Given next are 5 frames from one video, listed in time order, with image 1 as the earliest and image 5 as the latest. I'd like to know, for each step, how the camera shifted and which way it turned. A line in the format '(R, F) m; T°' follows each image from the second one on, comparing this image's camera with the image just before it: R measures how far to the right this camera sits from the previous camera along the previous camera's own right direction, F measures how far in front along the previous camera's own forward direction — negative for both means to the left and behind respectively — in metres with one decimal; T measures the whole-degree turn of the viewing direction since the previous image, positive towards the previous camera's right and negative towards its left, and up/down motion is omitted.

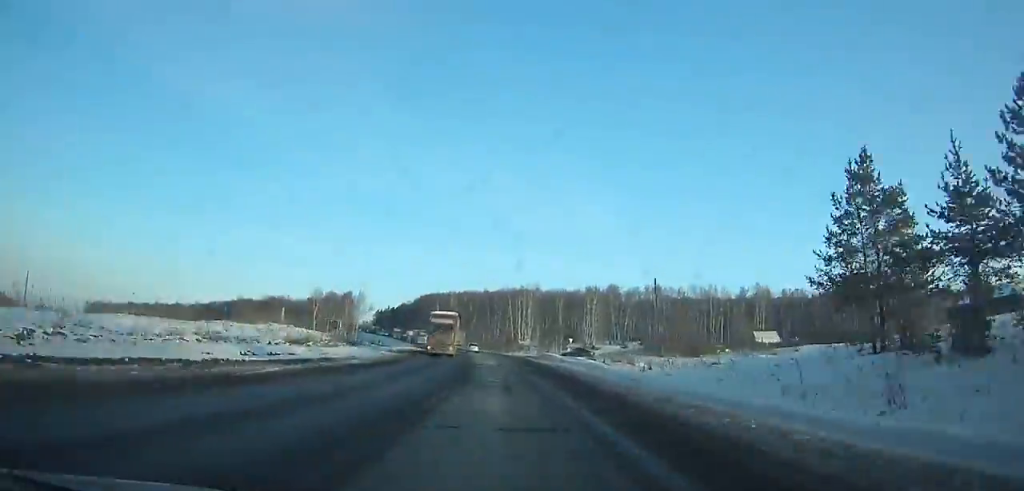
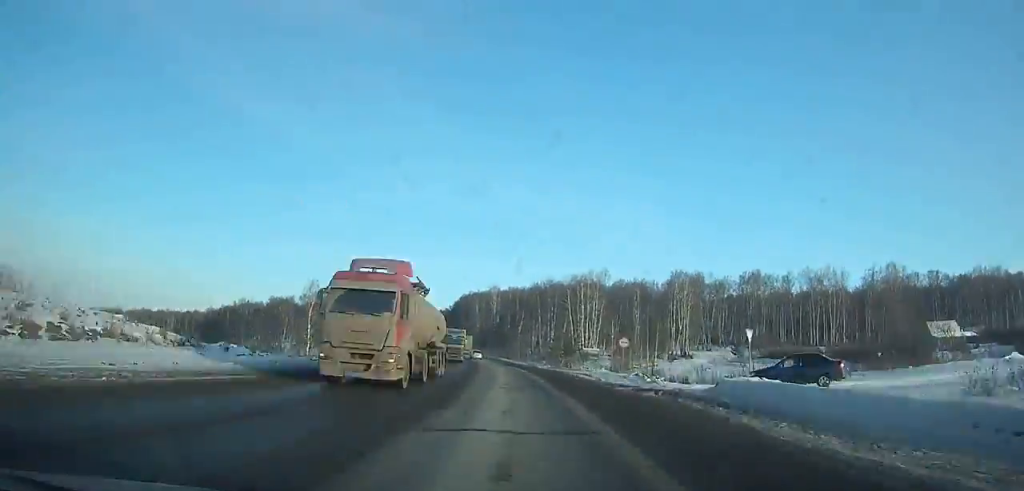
(-2.2, +48.9) m; -5°
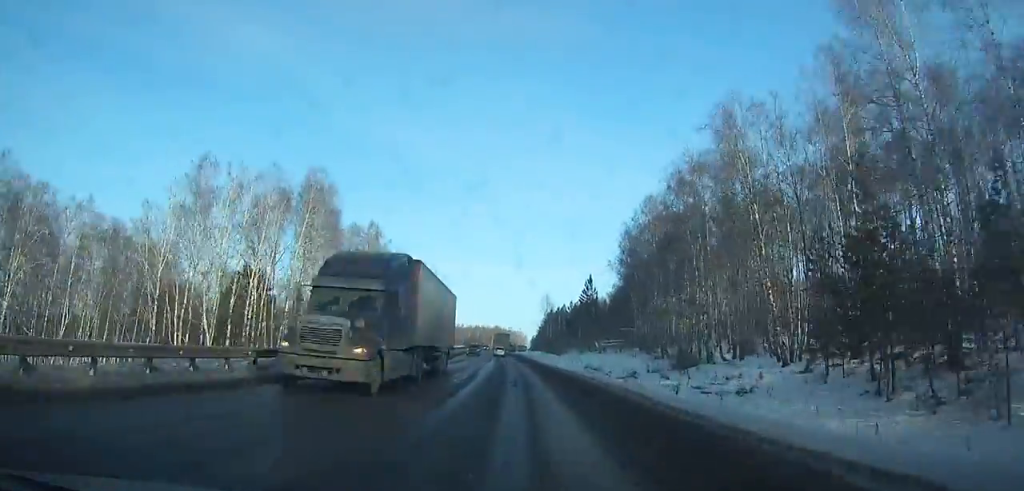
(-17.9, +154.1) m; -12°
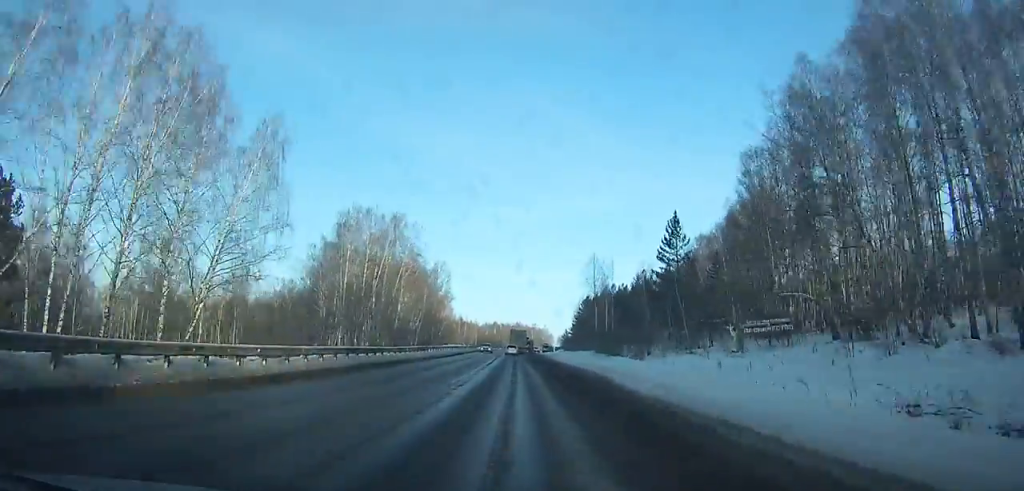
(-1.6, +53.3) m; -2°
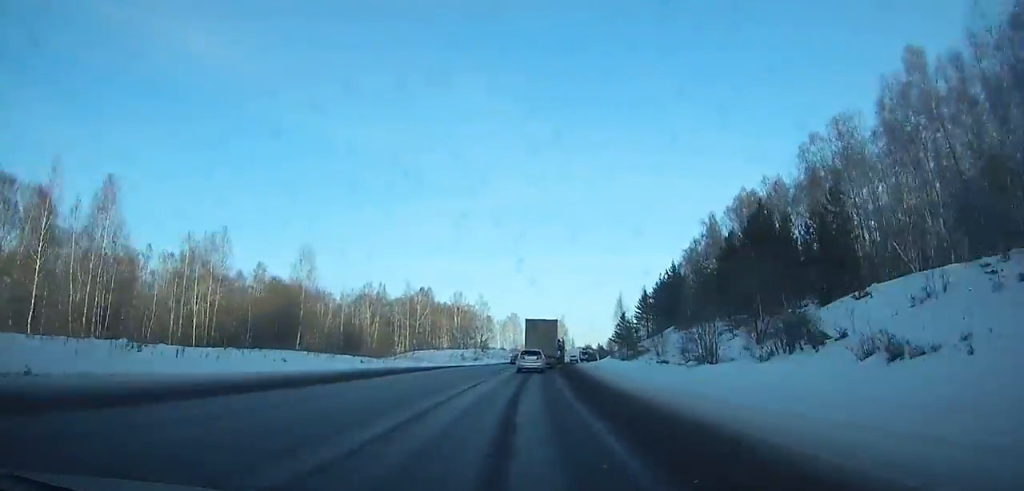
(+5.5, +191.0) m; +7°
